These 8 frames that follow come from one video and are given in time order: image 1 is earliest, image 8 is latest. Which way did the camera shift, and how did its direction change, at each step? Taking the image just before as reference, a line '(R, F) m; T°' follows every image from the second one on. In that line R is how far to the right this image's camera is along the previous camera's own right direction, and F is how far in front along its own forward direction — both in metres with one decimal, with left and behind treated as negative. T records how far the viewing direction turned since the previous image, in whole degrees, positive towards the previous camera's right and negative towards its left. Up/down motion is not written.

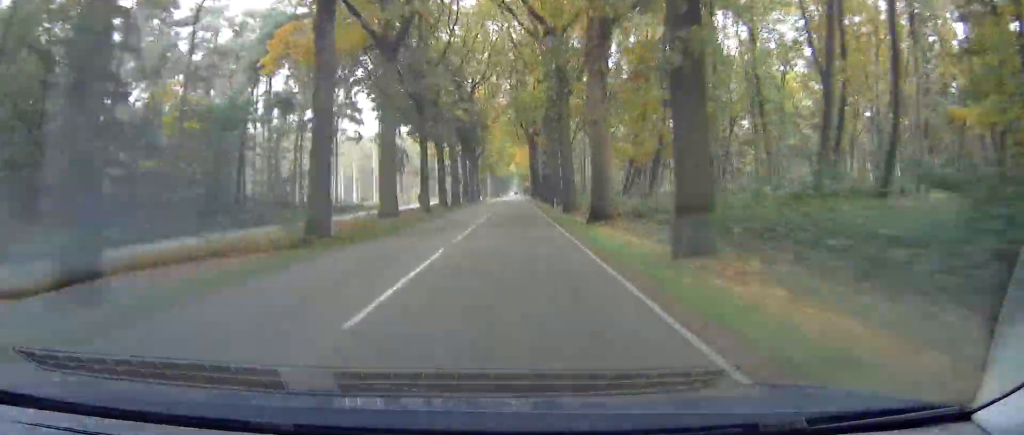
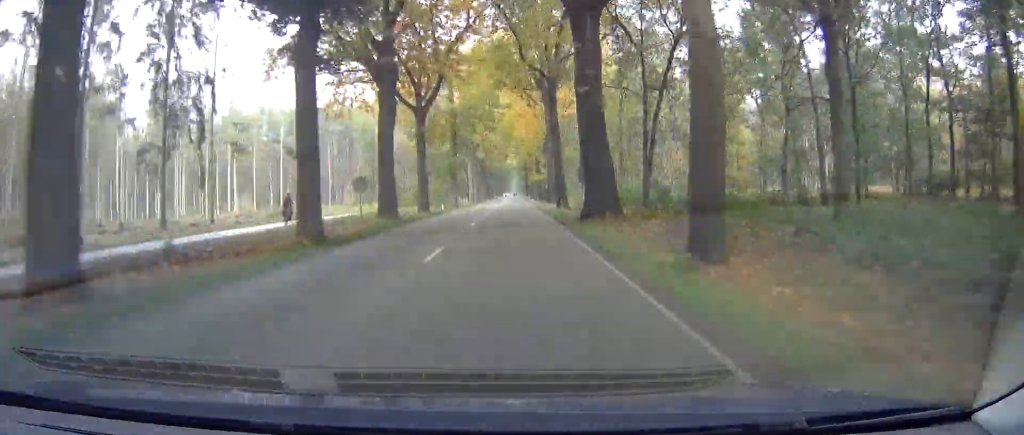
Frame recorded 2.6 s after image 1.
(+0.1, +58.9) m; 0°
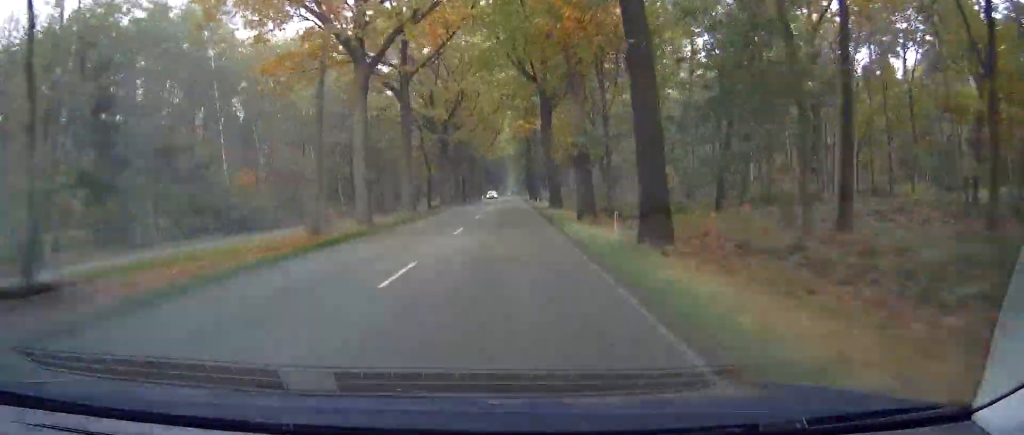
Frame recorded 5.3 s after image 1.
(+0.4, +62.0) m; 0°
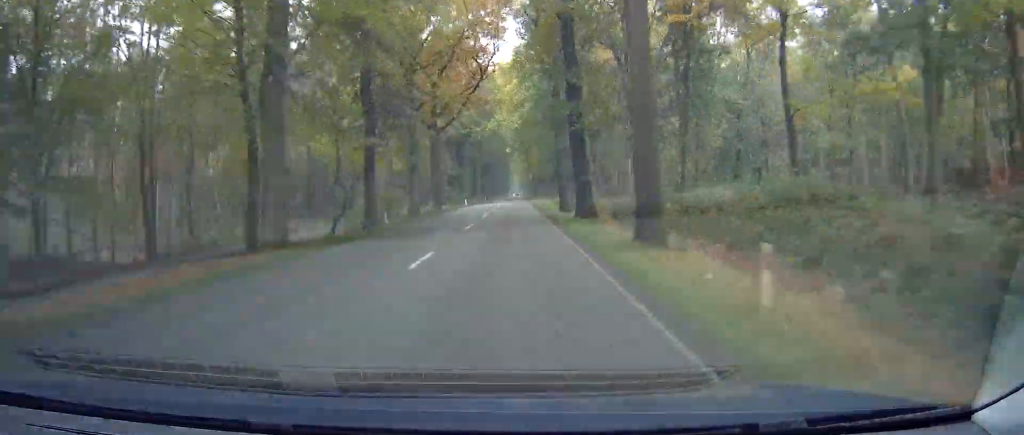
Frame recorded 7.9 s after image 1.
(-0.2, +58.3) m; -1°
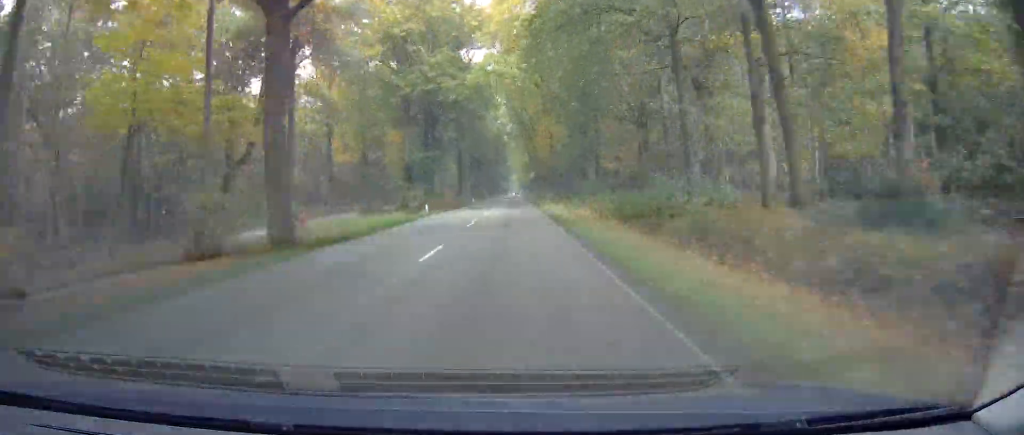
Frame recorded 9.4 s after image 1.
(-0.1, +35.9) m; 0°
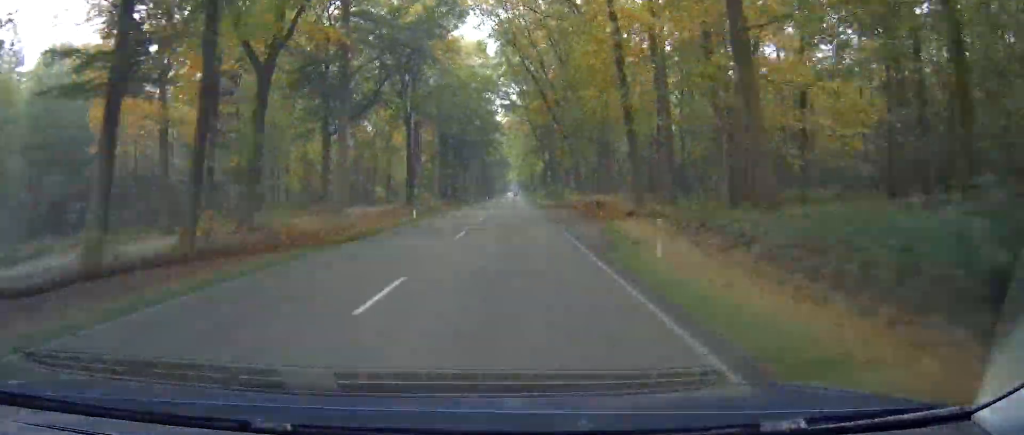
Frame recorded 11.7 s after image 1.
(+0.3, +55.4) m; +1°
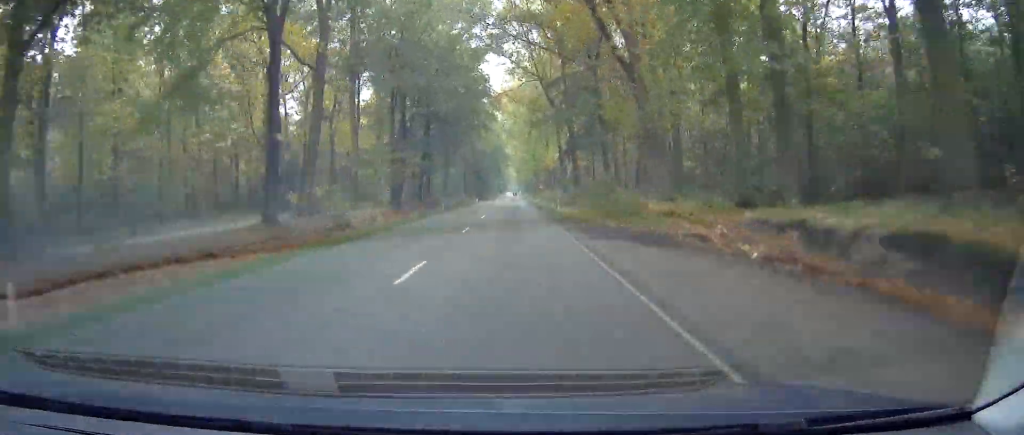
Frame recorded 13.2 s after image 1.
(+0.1, +35.4) m; 0°
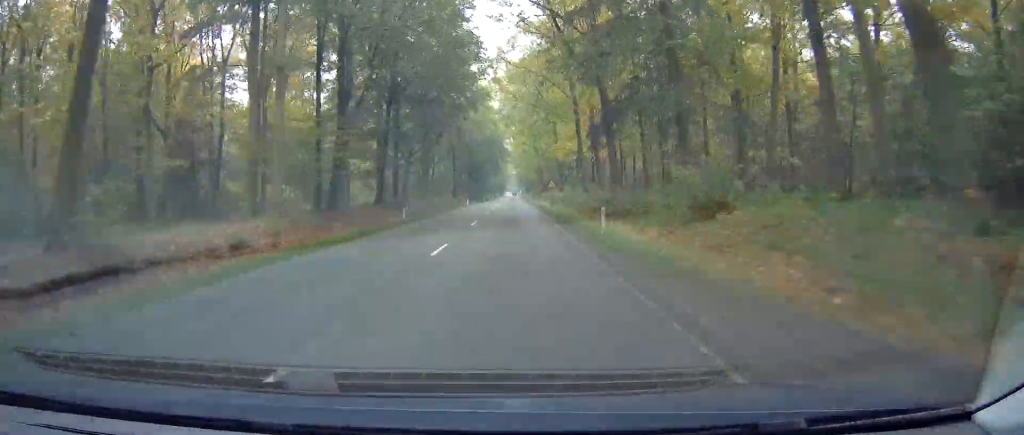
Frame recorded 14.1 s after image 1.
(-0.1, +21.1) m; 0°
